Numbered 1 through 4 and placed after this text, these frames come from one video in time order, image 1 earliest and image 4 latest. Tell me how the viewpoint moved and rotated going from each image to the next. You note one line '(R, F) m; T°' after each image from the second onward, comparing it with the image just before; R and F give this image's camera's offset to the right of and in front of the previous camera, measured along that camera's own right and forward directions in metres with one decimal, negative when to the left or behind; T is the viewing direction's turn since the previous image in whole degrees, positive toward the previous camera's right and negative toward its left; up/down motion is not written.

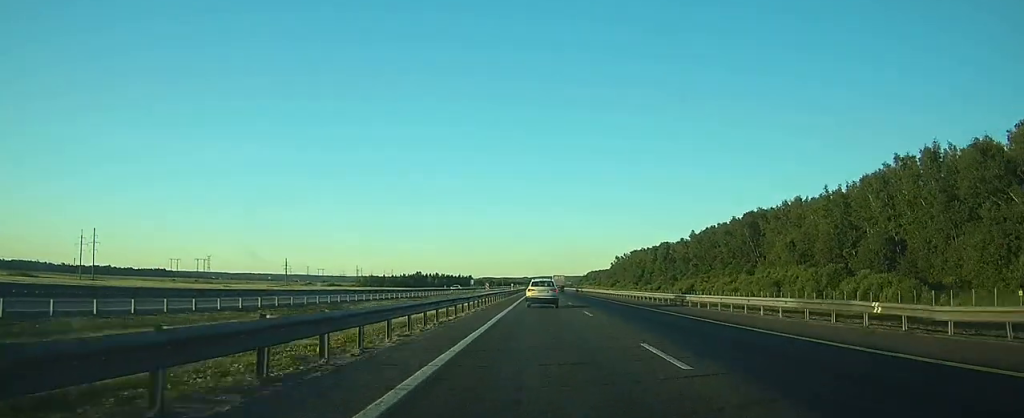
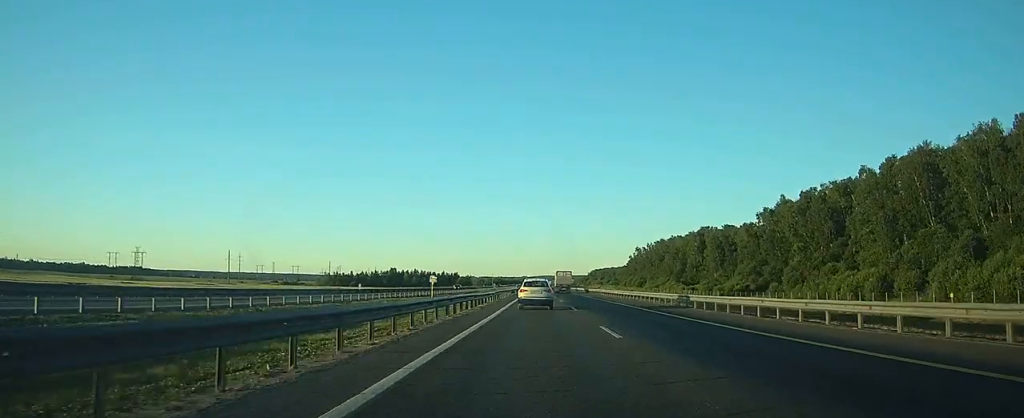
(+0.3, +90.4) m; 0°
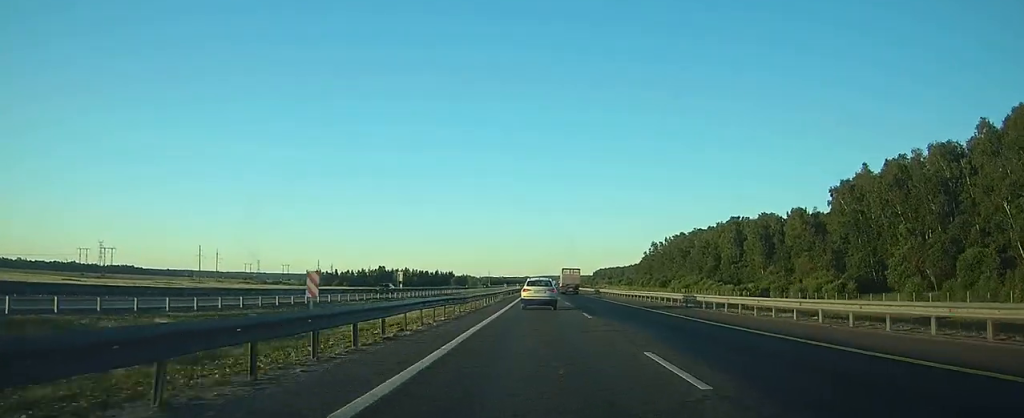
(-0.1, +39.0) m; 0°
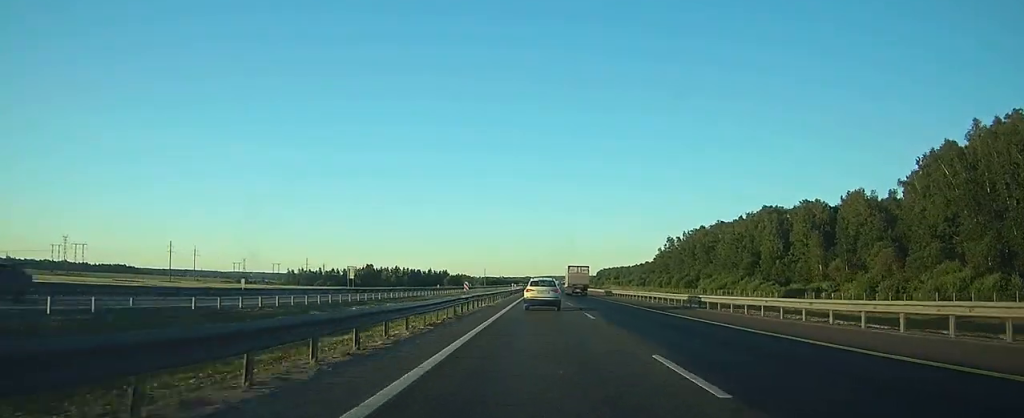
(-0.1, +32.4) m; 0°
